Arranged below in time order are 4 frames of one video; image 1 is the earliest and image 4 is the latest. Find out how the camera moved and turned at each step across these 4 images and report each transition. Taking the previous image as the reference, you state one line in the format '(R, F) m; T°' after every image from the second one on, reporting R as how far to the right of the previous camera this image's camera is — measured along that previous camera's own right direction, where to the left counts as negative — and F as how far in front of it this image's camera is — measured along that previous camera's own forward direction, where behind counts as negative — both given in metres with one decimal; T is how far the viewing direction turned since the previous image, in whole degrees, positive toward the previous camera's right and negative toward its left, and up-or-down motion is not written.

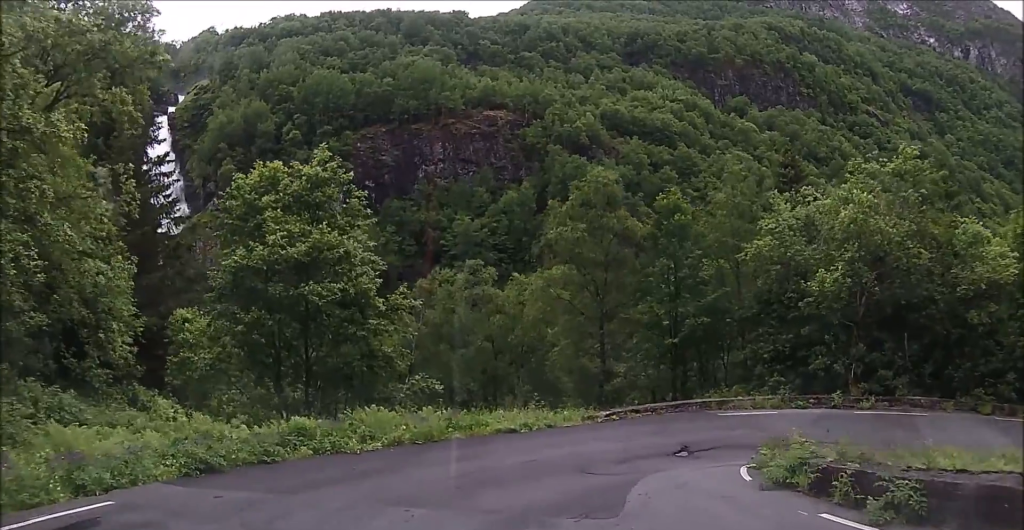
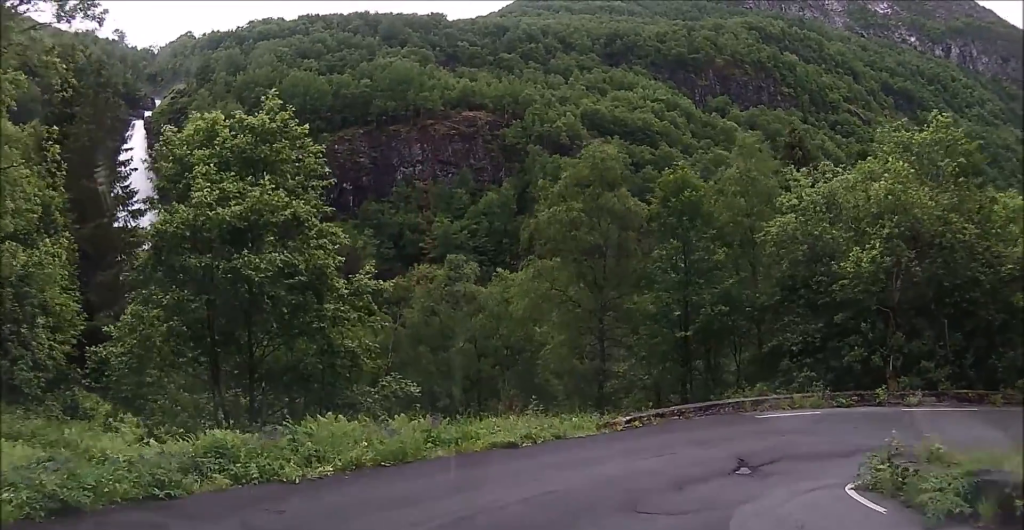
(0.0, +3.4) m; +4°
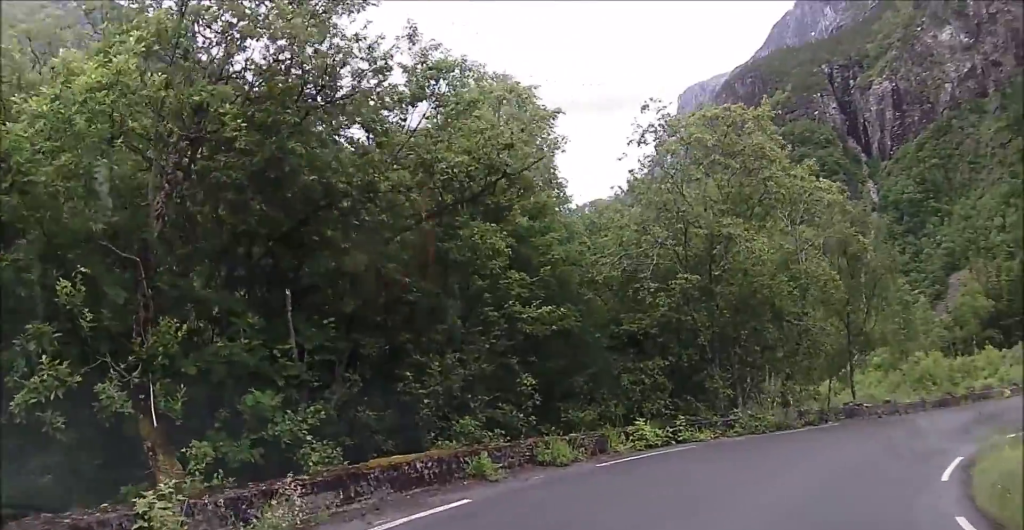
(+8.3, +11.1) m; +80°
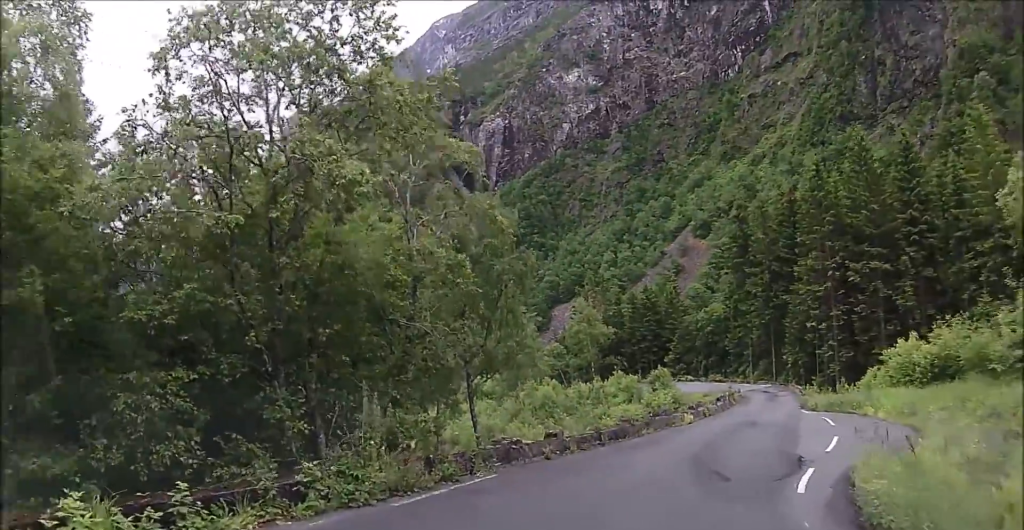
(+2.2, +6.7) m; +29°
